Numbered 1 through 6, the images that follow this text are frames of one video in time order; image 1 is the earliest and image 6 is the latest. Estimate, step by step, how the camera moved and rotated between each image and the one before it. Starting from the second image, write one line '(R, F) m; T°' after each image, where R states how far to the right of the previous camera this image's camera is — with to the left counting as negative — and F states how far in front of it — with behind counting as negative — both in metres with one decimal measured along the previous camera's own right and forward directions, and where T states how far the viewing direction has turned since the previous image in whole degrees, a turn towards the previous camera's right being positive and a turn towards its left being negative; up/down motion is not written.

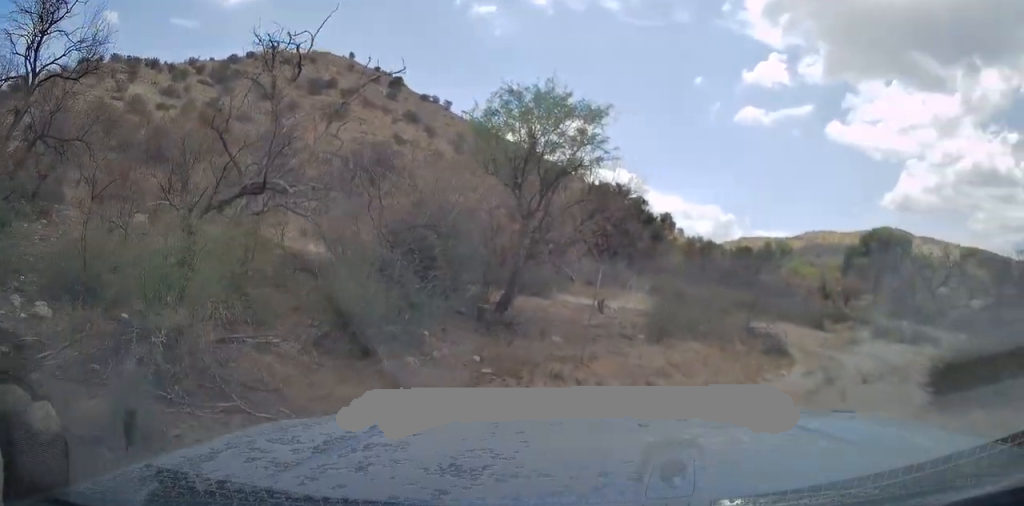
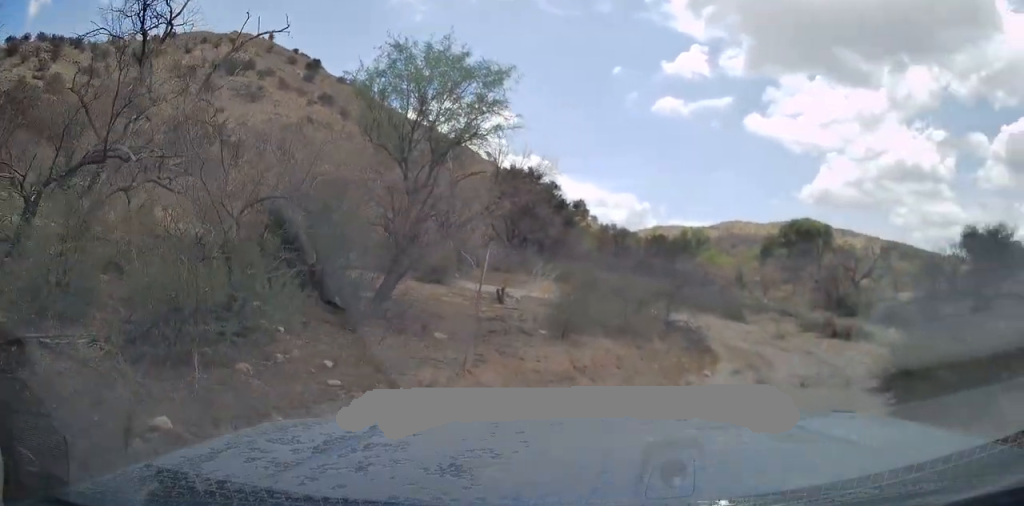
(+0.4, +1.7) m; +13°
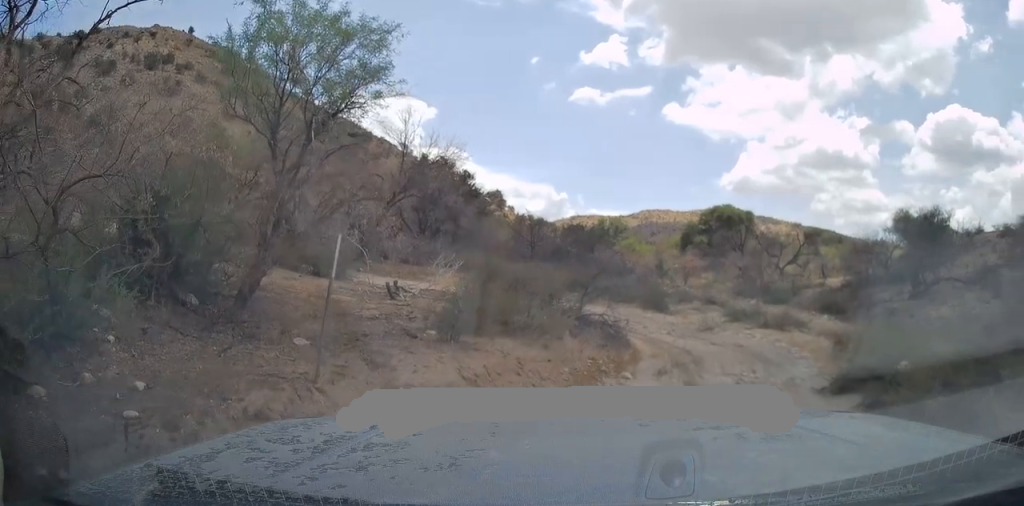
(+0.2, +1.7) m; +9°
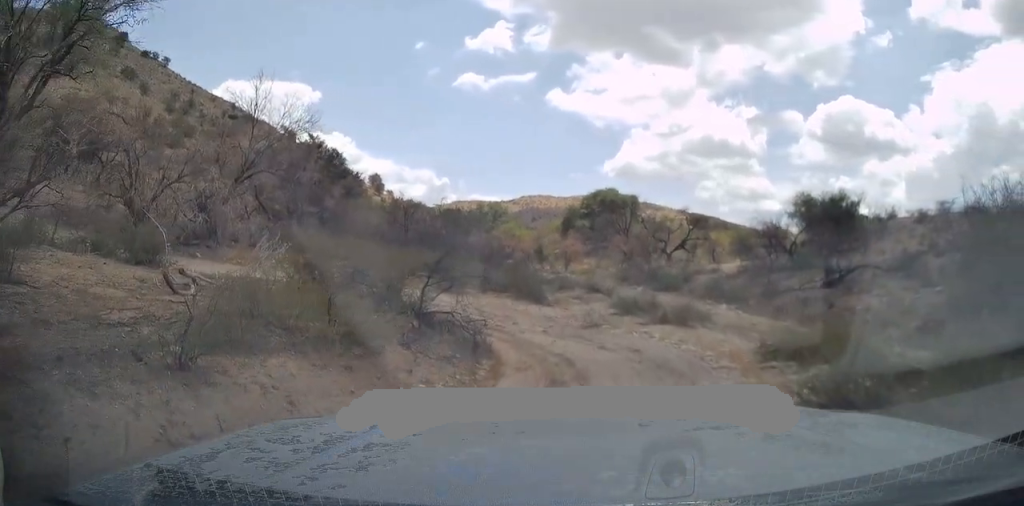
(+0.4, +3.6) m; +12°
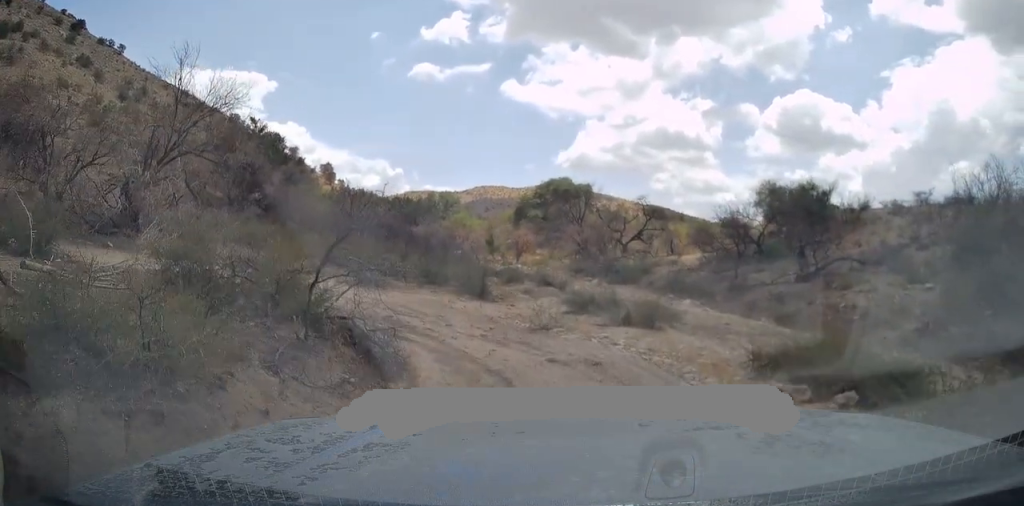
(+0.1, +2.6) m; -1°
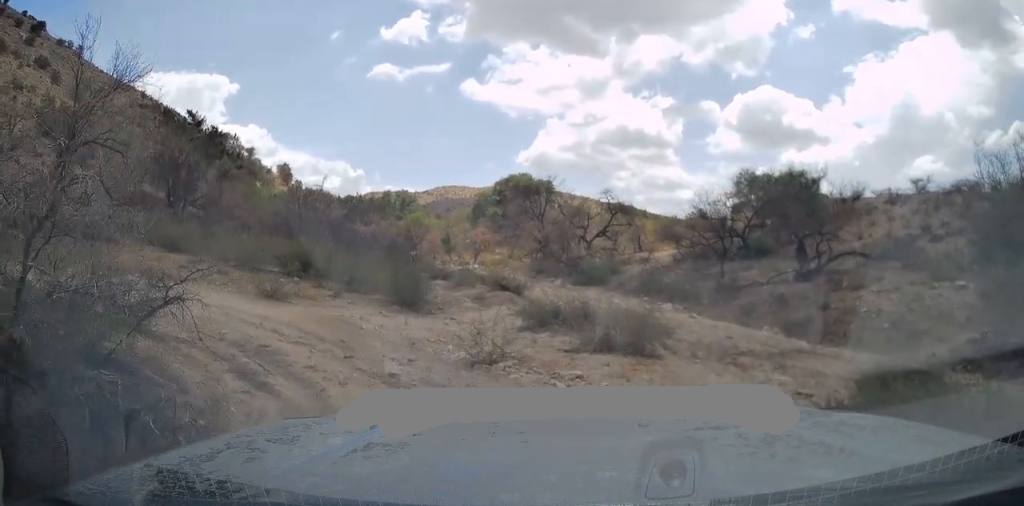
(-0.2, +3.7) m; -9°
